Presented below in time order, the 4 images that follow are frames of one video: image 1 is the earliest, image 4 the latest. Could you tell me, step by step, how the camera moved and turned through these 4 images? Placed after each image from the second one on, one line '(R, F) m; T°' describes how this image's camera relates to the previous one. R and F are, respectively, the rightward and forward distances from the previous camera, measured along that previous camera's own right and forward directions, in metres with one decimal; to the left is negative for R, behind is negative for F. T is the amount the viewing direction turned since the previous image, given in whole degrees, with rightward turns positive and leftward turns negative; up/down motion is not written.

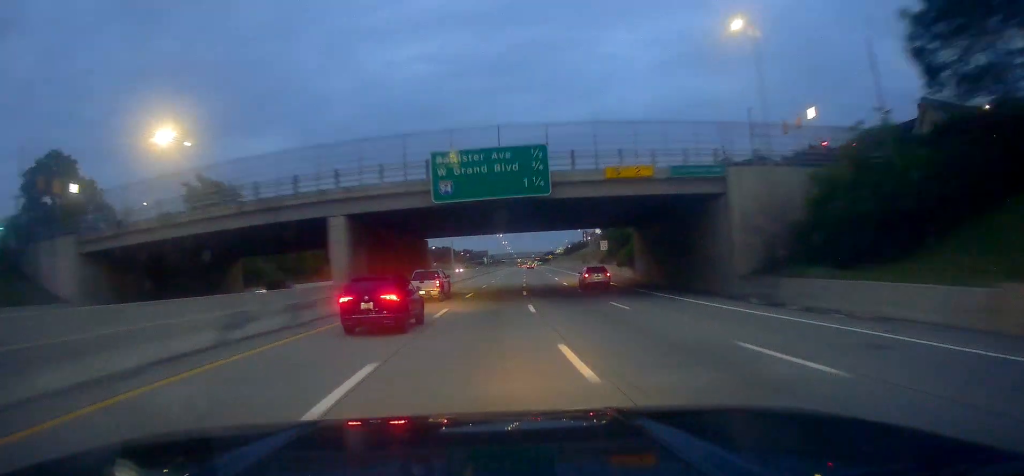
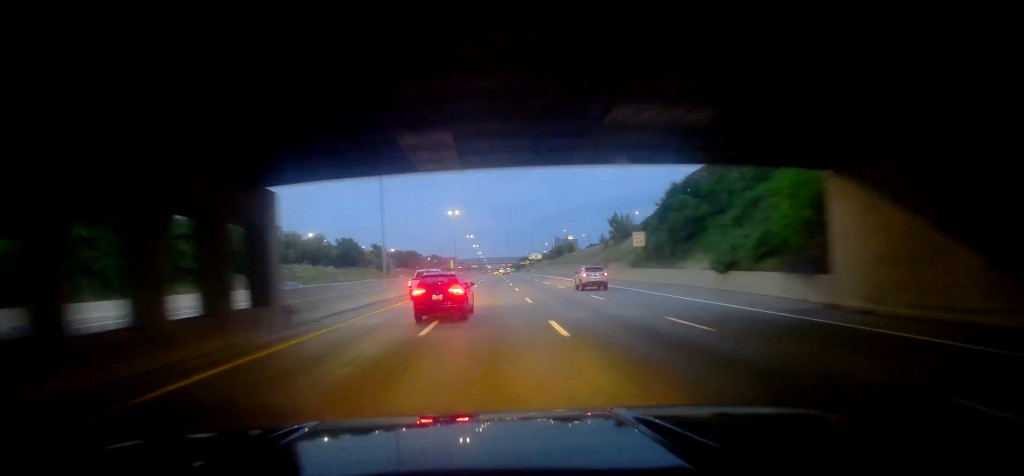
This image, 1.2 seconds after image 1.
(+0.4, +36.7) m; +2°
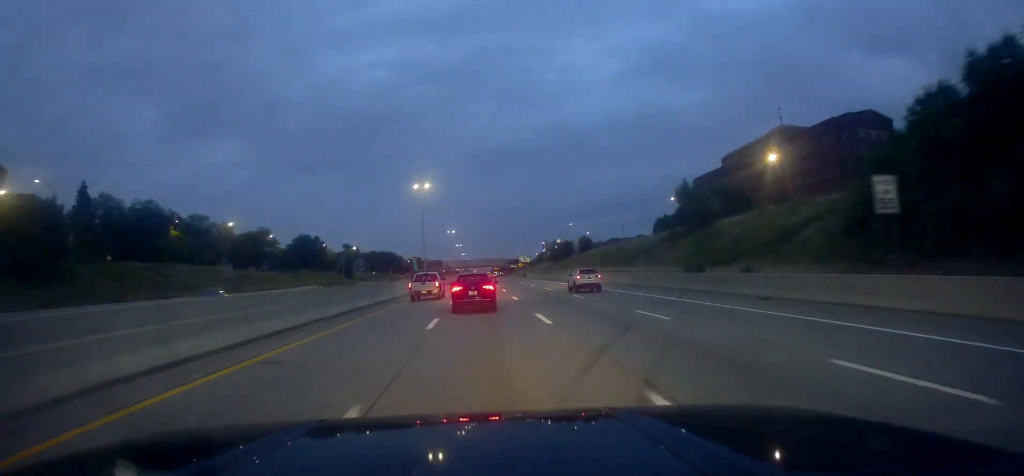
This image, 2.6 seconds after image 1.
(+1.2, +40.9) m; +4°
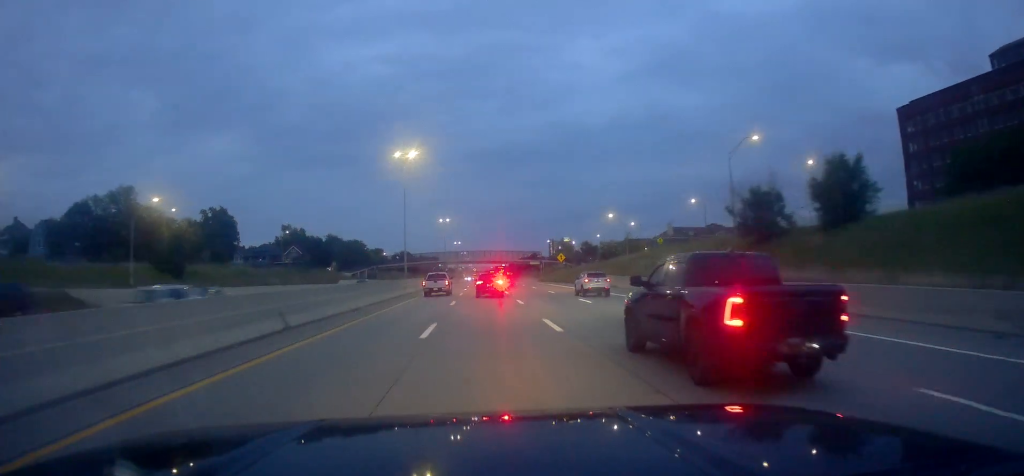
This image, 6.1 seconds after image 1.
(+2.4, +105.9) m; +2°
